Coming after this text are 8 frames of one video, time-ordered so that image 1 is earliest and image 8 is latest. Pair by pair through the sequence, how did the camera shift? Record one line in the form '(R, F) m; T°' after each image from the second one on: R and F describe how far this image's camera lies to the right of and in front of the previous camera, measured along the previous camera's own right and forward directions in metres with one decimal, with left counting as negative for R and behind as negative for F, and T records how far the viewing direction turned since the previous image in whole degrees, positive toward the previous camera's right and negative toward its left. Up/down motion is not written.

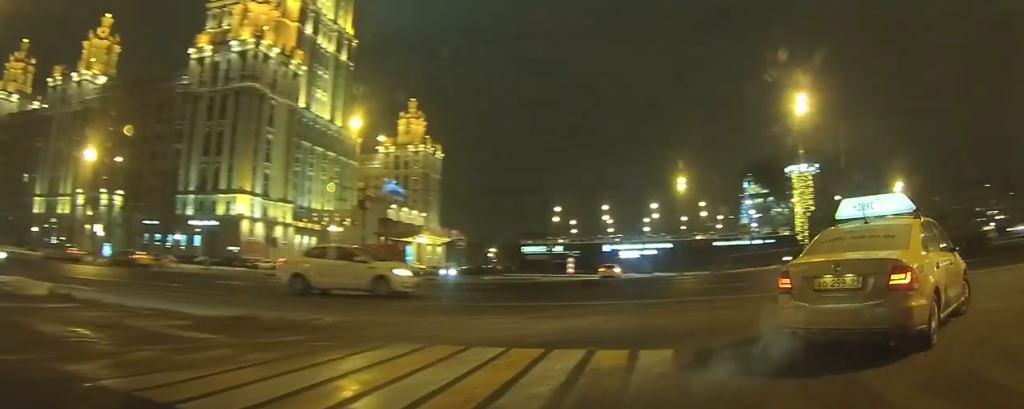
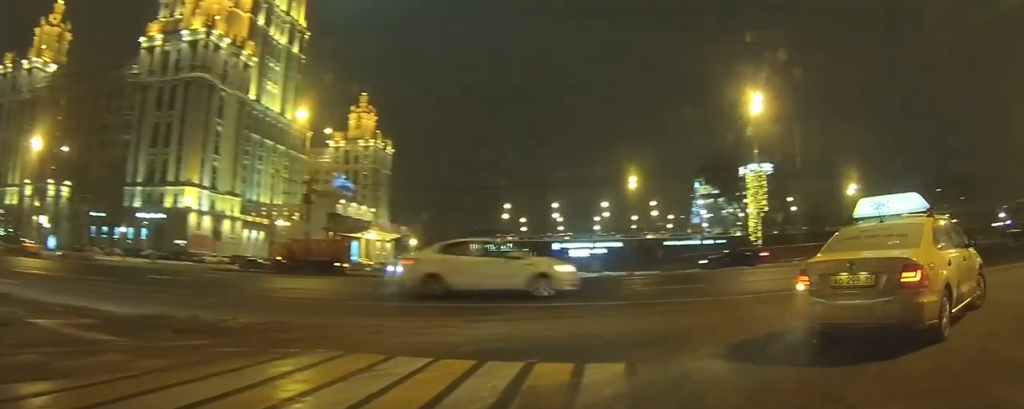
(+0.1, +1.0) m; +7°
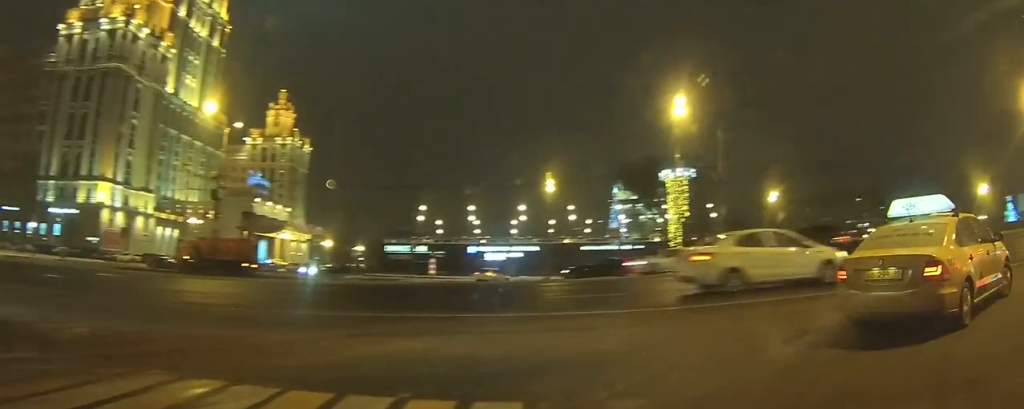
(0.0, +1.6) m; +11°
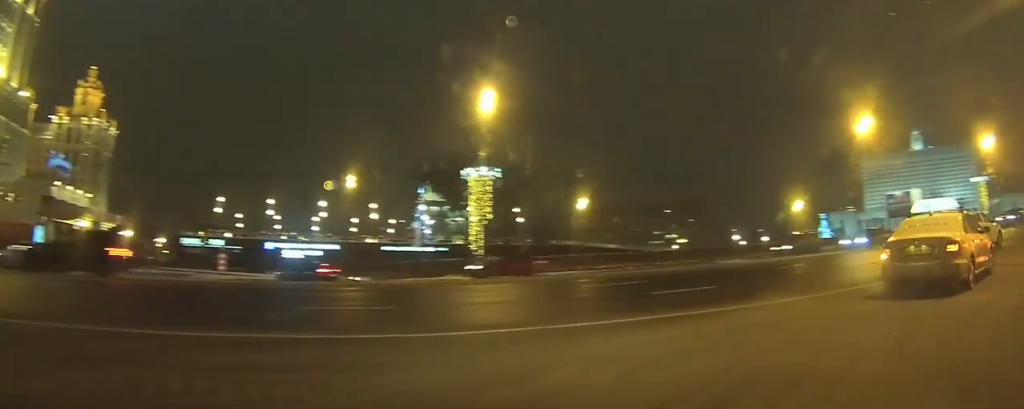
(+0.9, +3.5) m; +25°
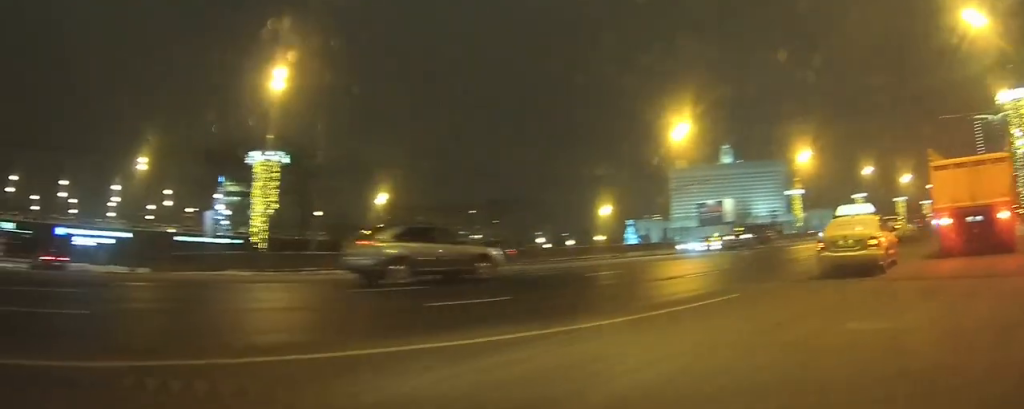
(+0.6, +3.6) m; +17°
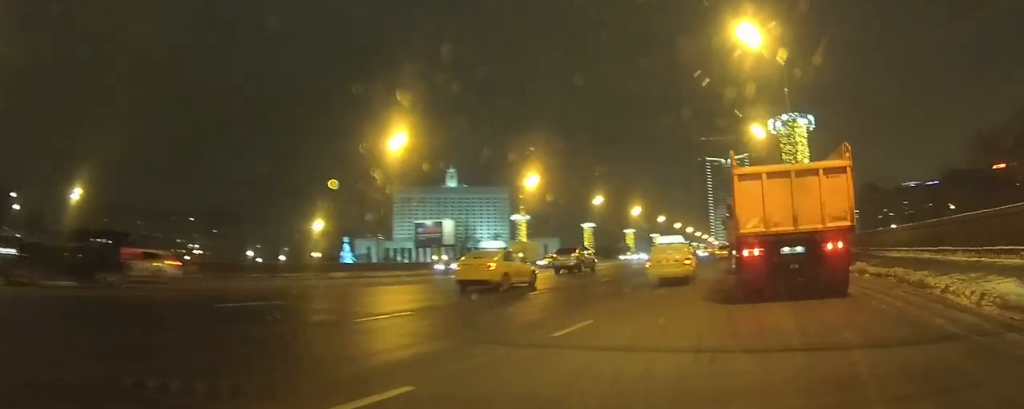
(+0.8, +6.1) m; +15°
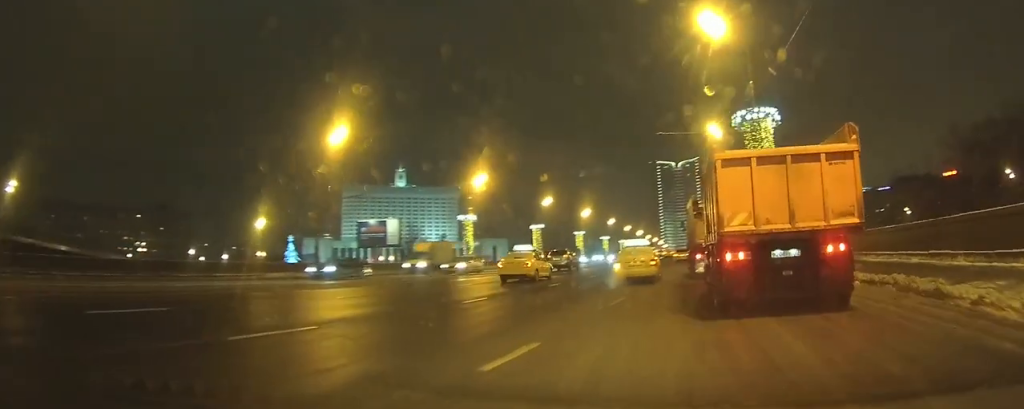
(+0.1, +2.2) m; +3°
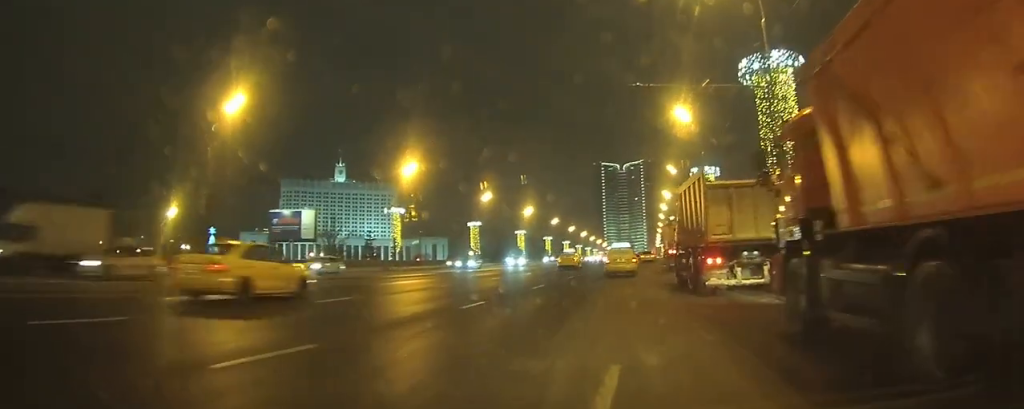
(+0.5, +8.9) m; +4°
